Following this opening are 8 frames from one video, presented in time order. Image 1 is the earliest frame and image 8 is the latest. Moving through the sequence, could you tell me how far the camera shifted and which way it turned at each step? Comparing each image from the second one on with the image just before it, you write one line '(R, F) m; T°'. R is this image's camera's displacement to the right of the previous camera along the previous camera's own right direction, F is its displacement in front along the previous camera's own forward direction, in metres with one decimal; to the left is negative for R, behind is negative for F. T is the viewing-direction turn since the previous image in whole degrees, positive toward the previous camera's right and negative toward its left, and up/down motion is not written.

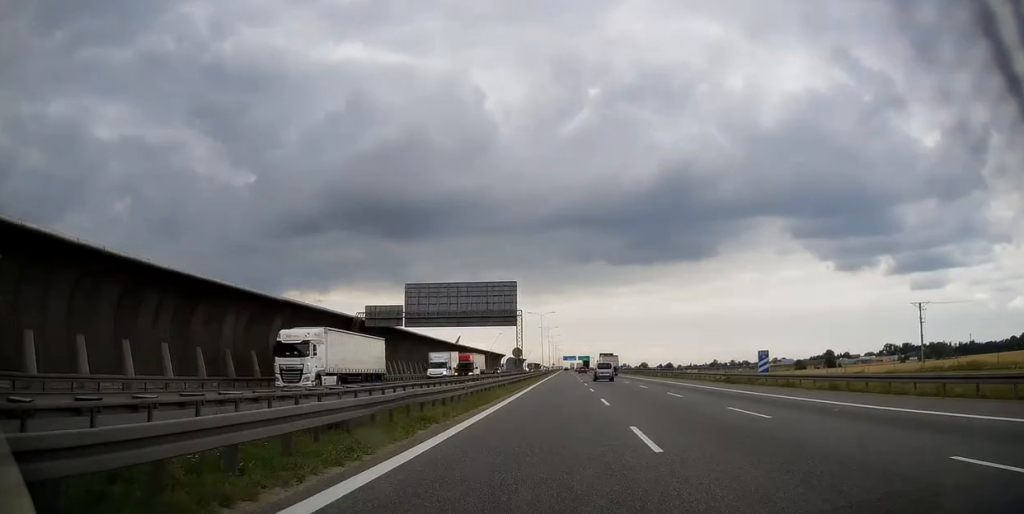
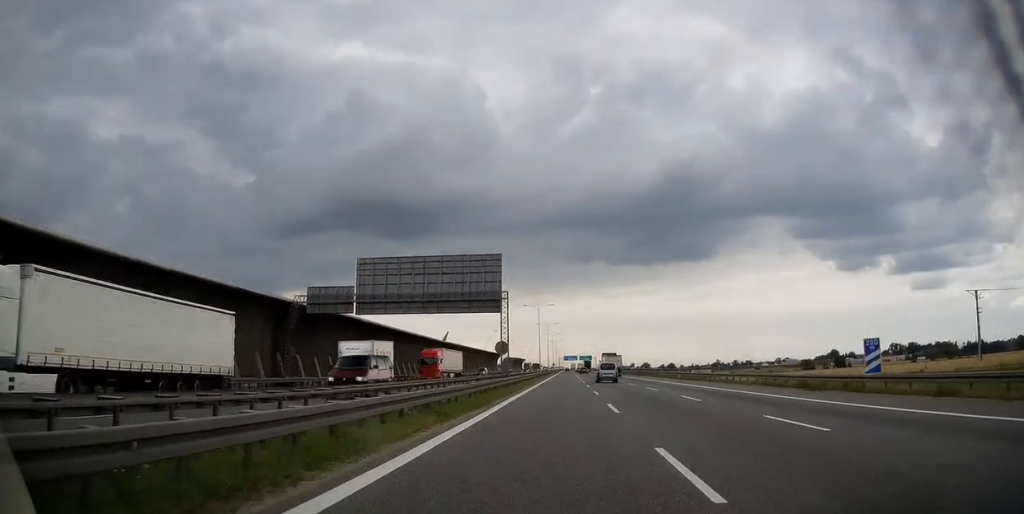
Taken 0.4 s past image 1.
(0.0, +15.7) m; 0°
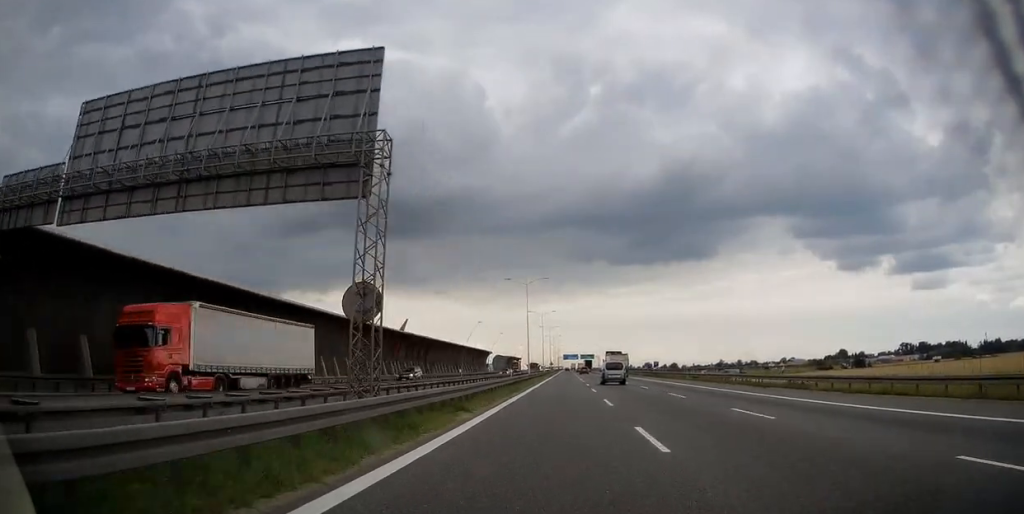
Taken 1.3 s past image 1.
(-0.1, +32.6) m; 0°
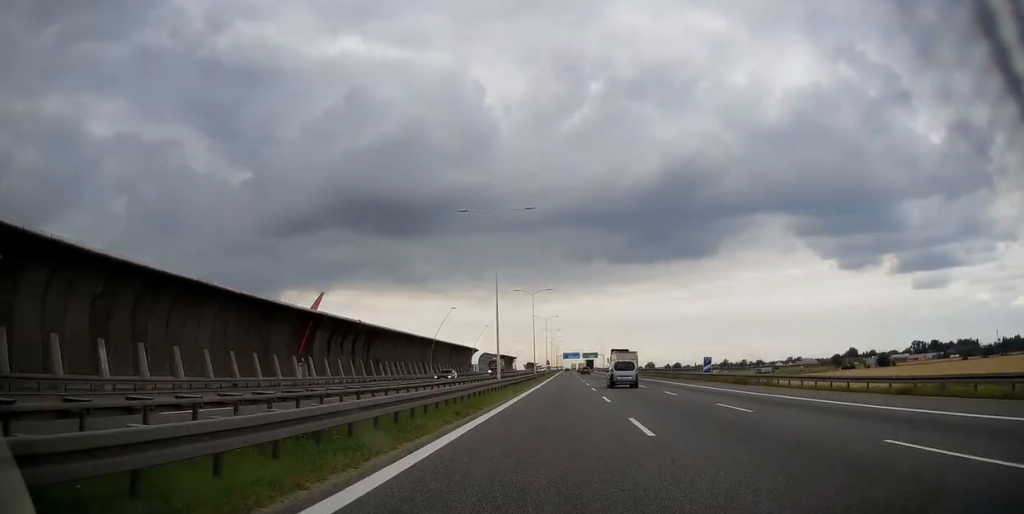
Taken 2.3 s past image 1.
(-0.1, +33.9) m; 0°
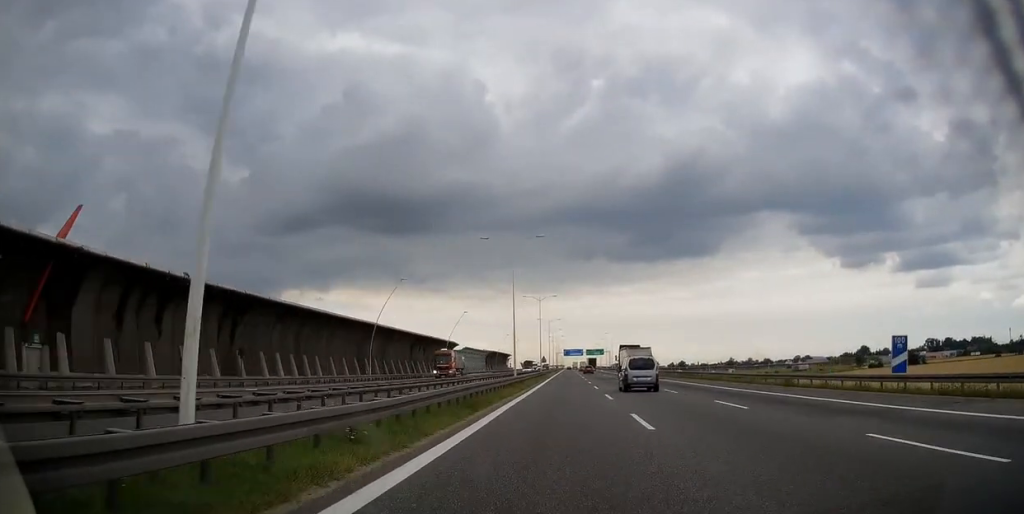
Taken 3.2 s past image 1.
(+0.1, +35.3) m; 0°
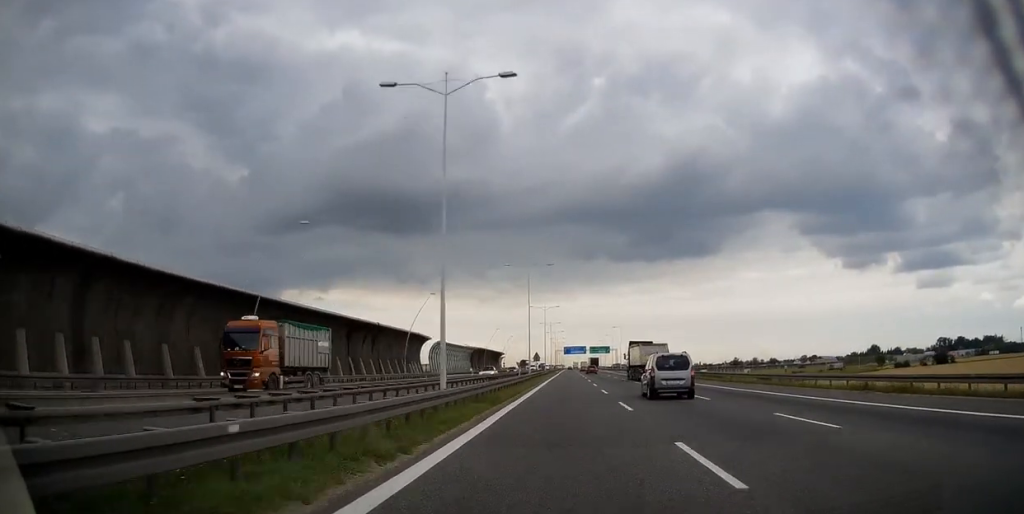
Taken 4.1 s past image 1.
(-0.1, +30.5) m; 0°
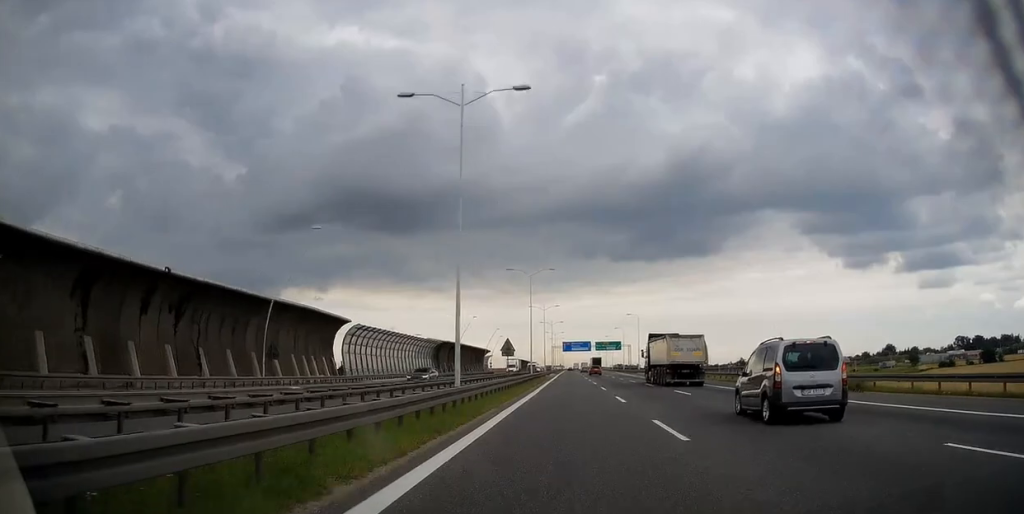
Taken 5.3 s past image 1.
(0.0, +43.8) m; 0°
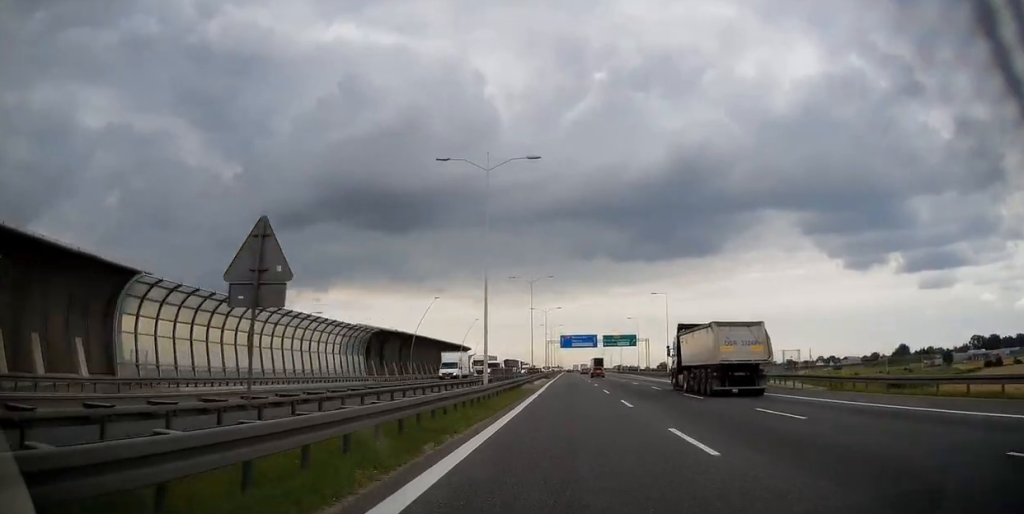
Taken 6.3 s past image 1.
(-0.1, +37.6) m; 0°
